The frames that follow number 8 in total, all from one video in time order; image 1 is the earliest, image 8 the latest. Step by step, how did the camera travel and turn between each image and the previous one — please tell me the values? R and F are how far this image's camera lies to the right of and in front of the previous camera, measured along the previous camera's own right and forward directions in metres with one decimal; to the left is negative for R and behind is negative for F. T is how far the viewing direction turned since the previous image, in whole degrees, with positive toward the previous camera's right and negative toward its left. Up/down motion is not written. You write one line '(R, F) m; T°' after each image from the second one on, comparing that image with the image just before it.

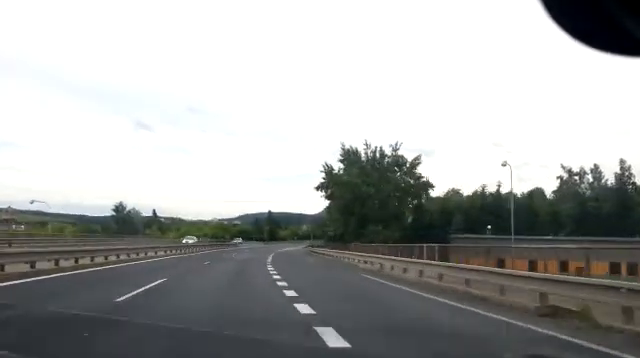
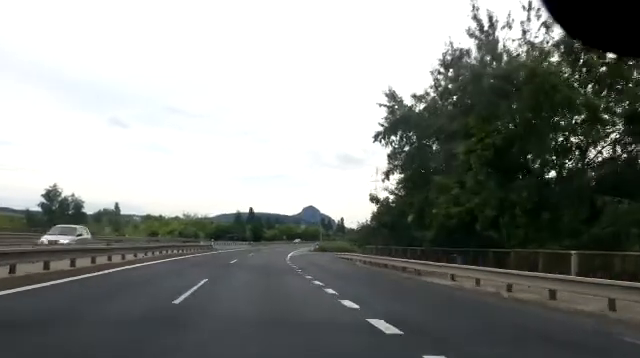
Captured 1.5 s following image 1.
(+0.2, +35.5) m; +1°
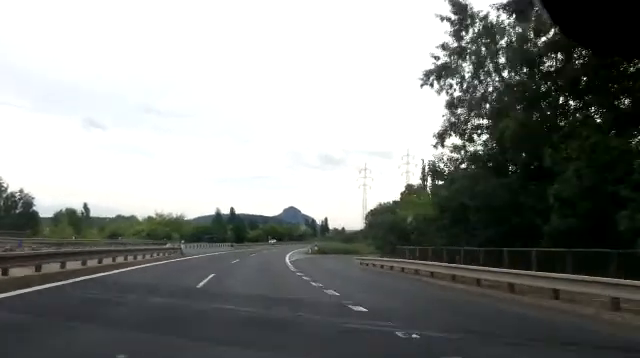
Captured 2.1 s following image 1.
(0.0, +14.2) m; +1°
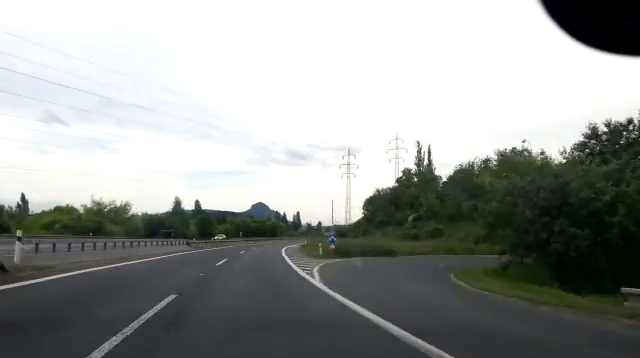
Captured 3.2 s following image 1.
(+0.8, +25.9) m; +4°
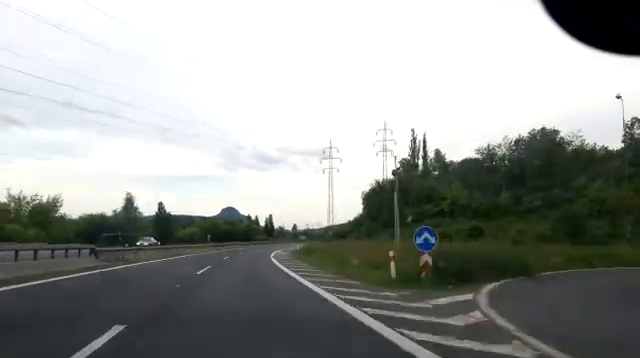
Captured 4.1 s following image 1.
(+0.6, +21.1) m; +3°
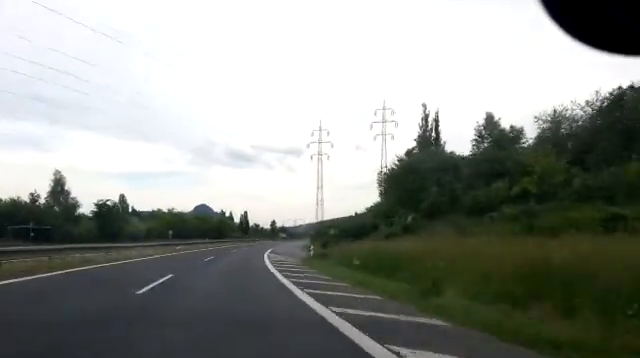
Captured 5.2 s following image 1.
(+0.5, +25.0) m; +2°
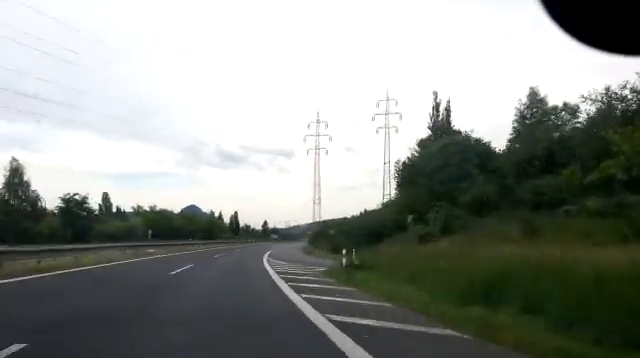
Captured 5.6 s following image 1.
(+0.2, +11.0) m; +1°
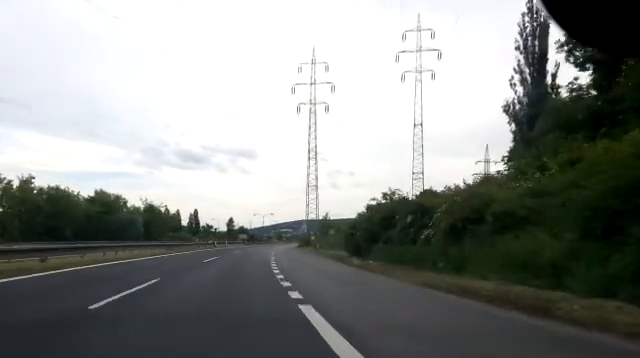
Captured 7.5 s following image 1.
(+1.8, +43.6) m; +6°
